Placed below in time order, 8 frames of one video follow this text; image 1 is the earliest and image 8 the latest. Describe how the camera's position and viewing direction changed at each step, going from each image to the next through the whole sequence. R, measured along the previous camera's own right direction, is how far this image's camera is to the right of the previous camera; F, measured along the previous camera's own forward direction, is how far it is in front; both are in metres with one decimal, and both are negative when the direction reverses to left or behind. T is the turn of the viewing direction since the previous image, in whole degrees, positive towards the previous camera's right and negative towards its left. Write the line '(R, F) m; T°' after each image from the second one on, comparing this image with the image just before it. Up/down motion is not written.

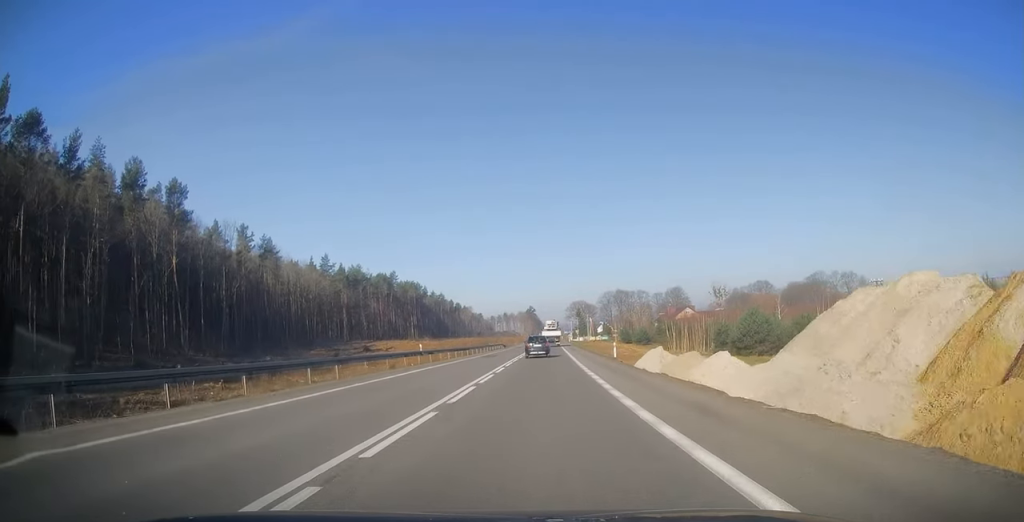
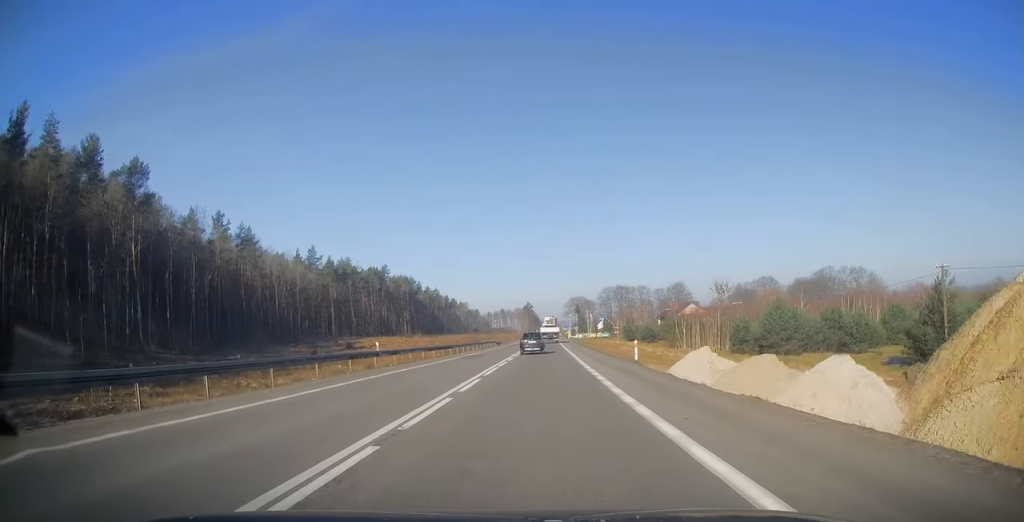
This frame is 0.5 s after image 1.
(0.0, +10.1) m; +1°
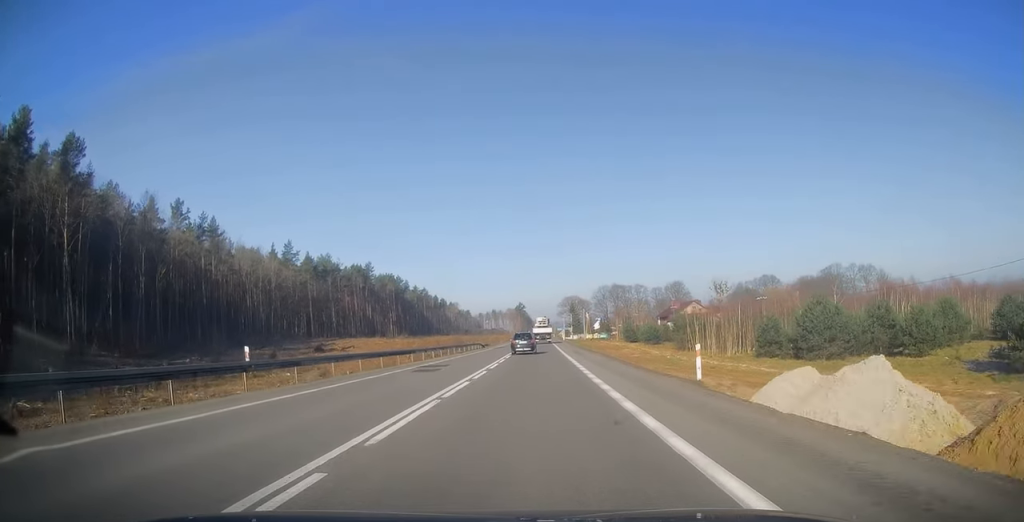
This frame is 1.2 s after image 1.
(+0.1, +13.4) m; 0°
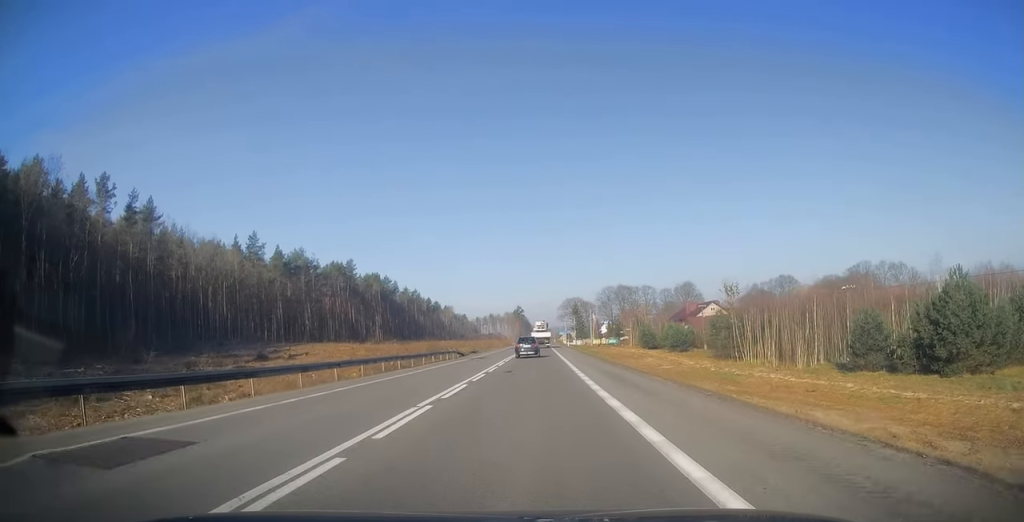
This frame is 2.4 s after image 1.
(-0.1, +23.1) m; 0°
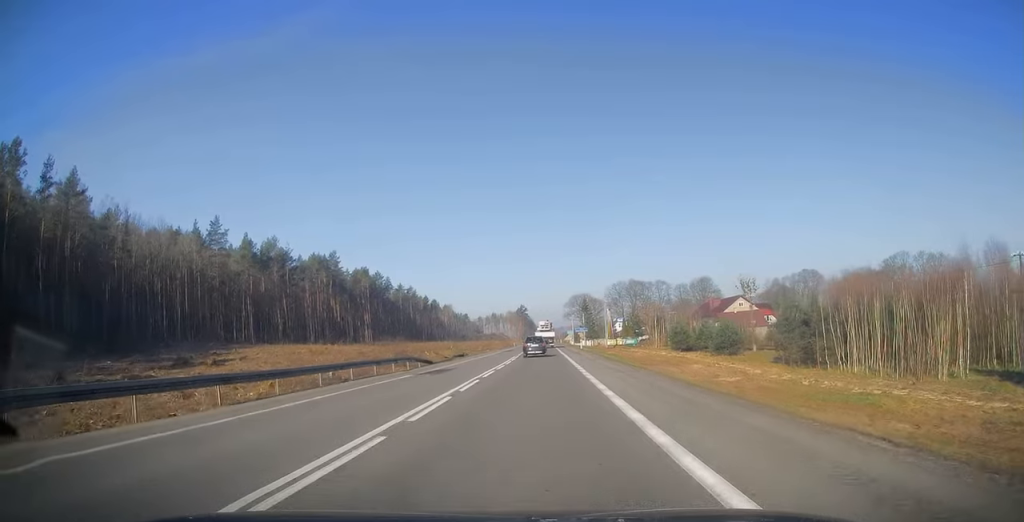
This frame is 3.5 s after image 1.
(+0.2, +22.2) m; 0°
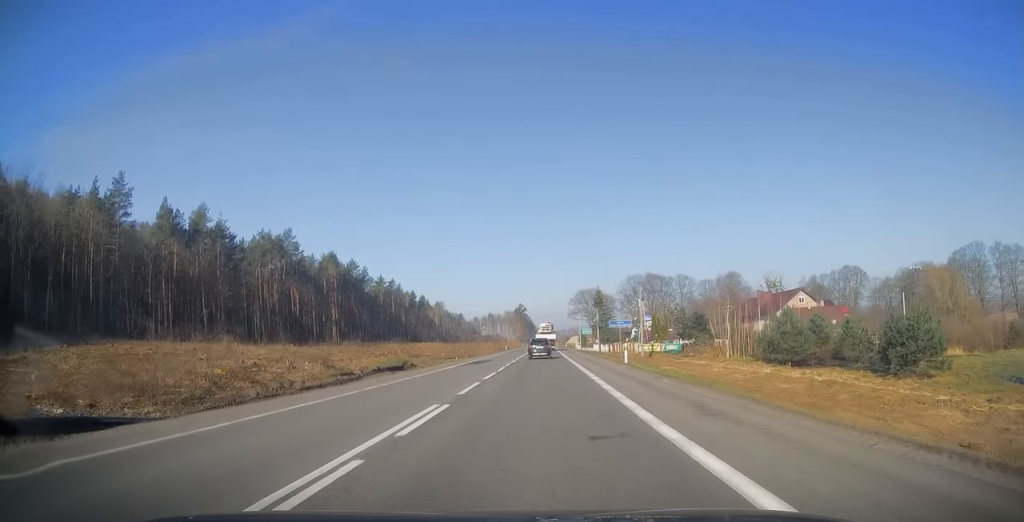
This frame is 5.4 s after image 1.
(-0.7, +38.1) m; -1°
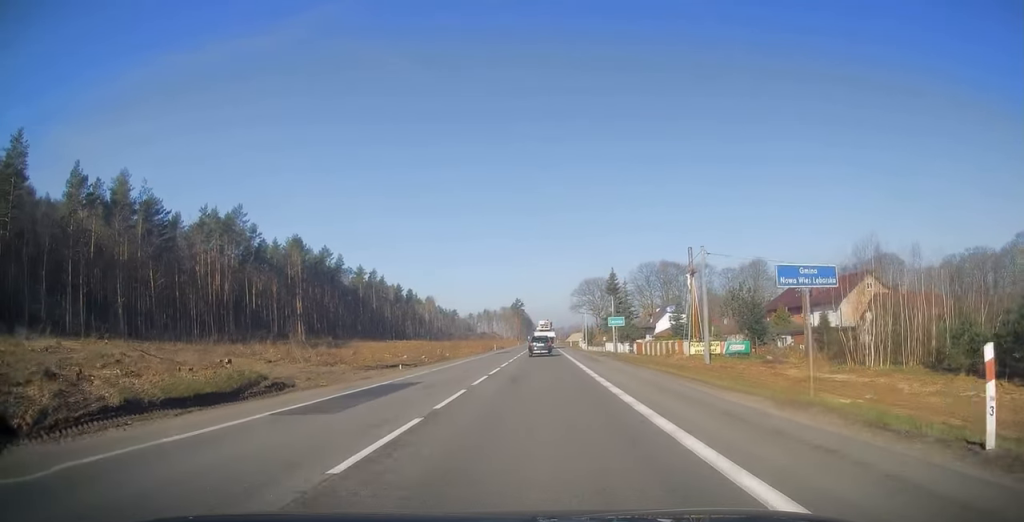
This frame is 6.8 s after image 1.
(+0.6, +27.8) m; +1°
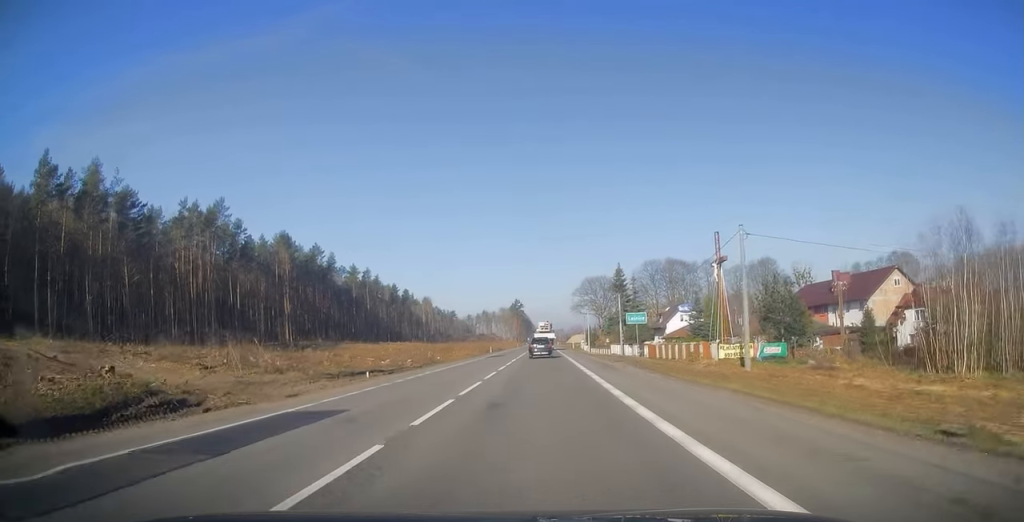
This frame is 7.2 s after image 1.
(-0.2, +8.3) m; -1°
